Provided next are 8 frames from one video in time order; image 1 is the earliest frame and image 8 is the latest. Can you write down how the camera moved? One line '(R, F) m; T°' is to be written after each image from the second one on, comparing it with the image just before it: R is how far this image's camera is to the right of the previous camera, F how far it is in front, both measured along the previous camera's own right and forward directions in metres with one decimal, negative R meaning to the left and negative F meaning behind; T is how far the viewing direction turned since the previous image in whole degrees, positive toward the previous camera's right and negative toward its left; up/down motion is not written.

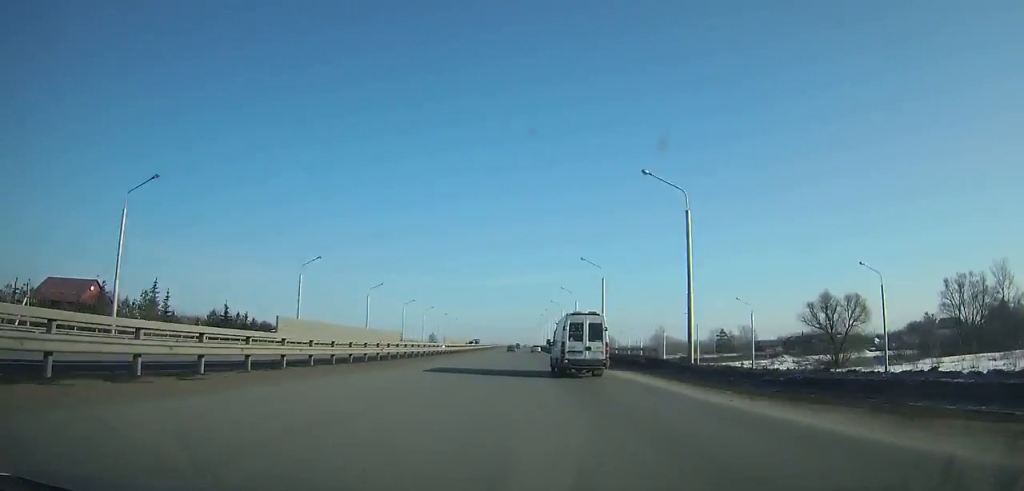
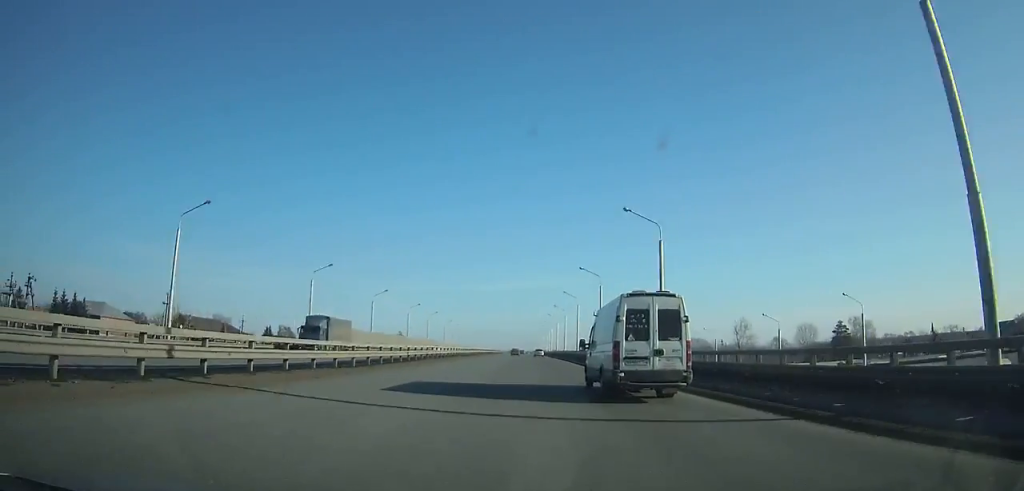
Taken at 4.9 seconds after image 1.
(0.0, +124.7) m; 0°
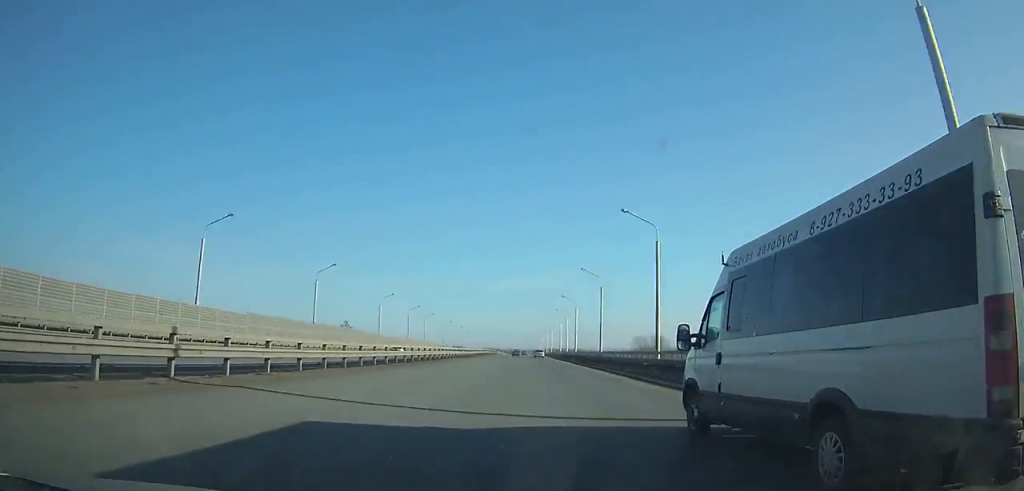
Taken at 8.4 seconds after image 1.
(-0.1, +92.2) m; 0°
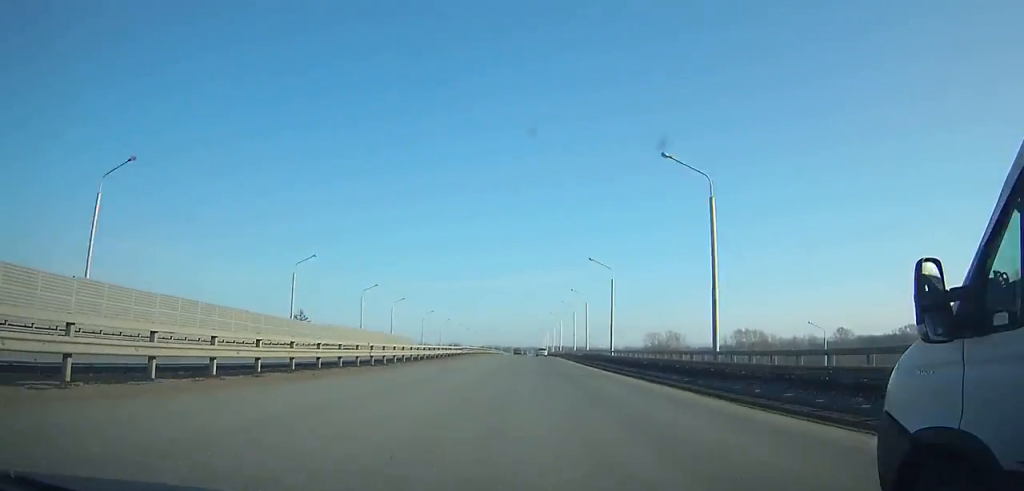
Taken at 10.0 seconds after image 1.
(0.0, +42.8) m; 0°
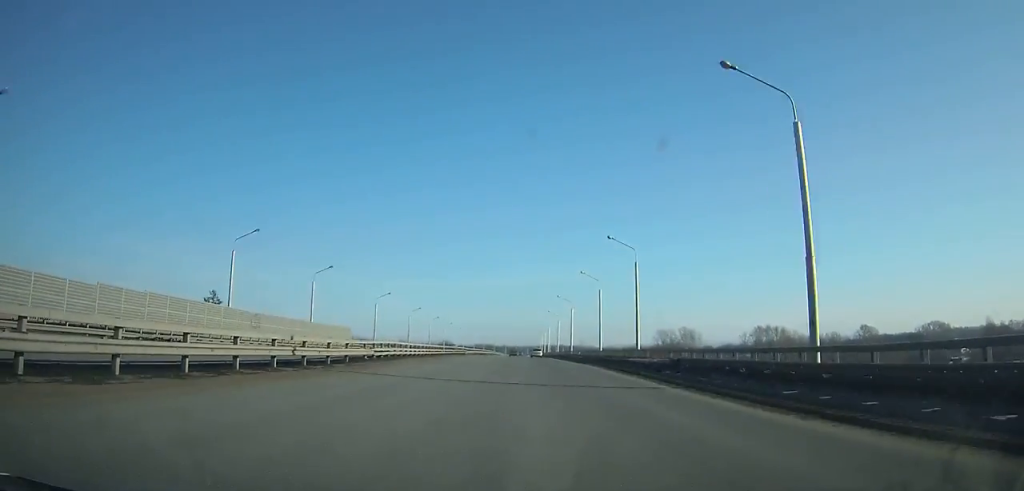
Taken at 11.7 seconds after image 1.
(0.0, +45.7) m; 0°
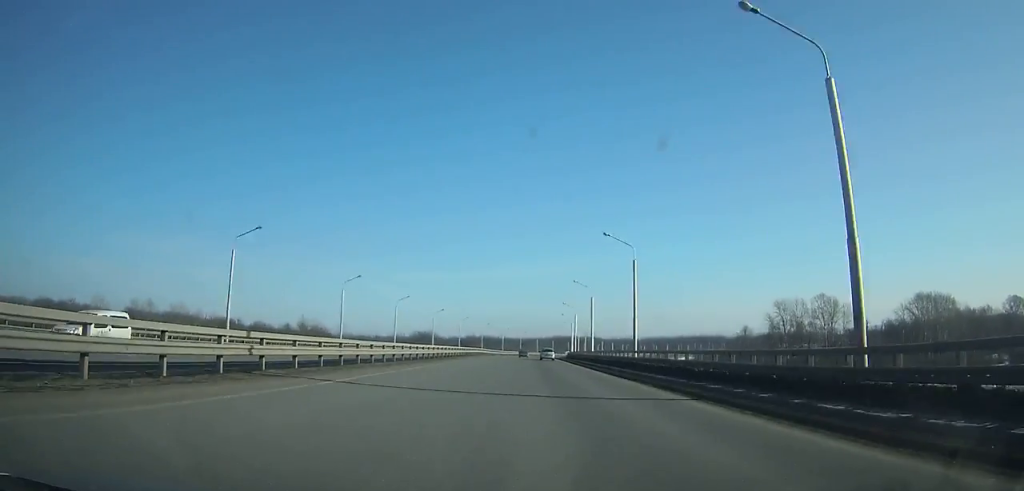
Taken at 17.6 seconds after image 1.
(+0.3, +158.7) m; +1°
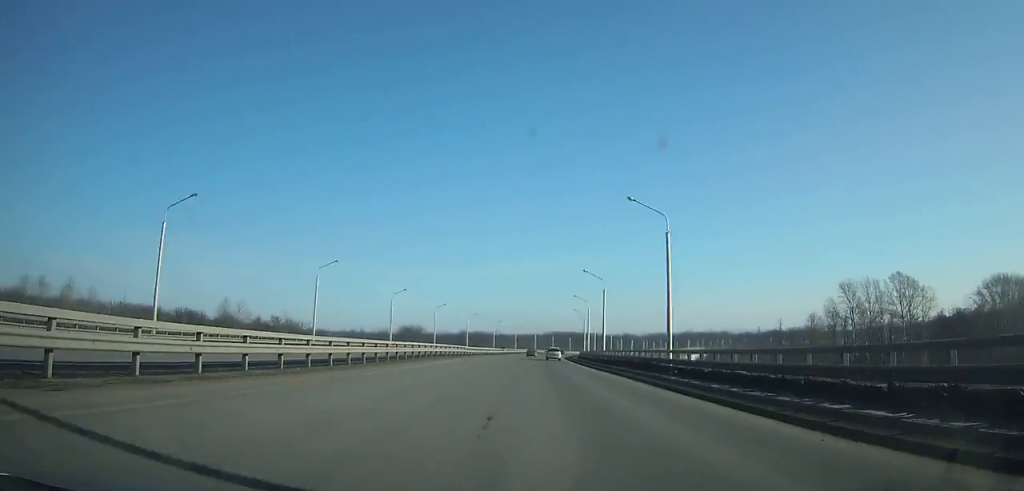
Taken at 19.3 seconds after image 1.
(-0.3, +45.5) m; +1°
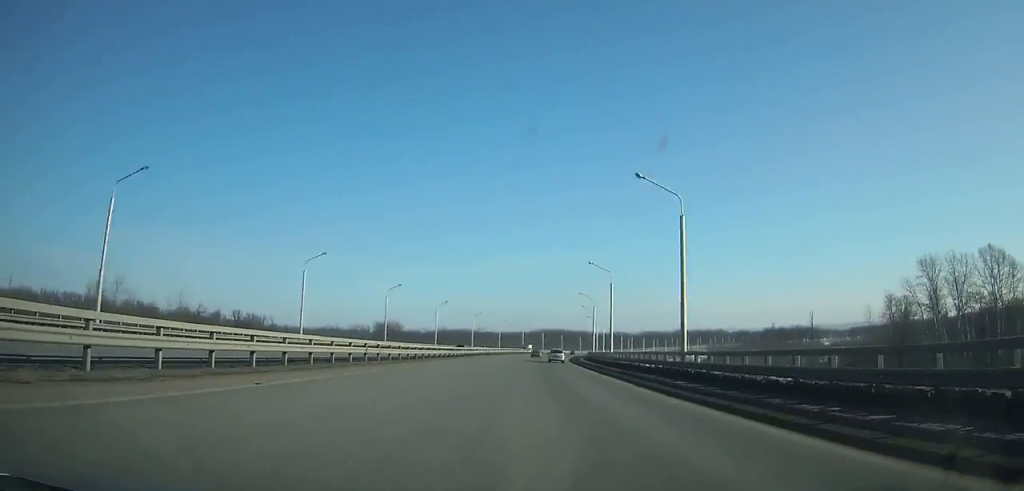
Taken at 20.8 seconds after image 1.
(+0.7, +39.6) m; +2°
